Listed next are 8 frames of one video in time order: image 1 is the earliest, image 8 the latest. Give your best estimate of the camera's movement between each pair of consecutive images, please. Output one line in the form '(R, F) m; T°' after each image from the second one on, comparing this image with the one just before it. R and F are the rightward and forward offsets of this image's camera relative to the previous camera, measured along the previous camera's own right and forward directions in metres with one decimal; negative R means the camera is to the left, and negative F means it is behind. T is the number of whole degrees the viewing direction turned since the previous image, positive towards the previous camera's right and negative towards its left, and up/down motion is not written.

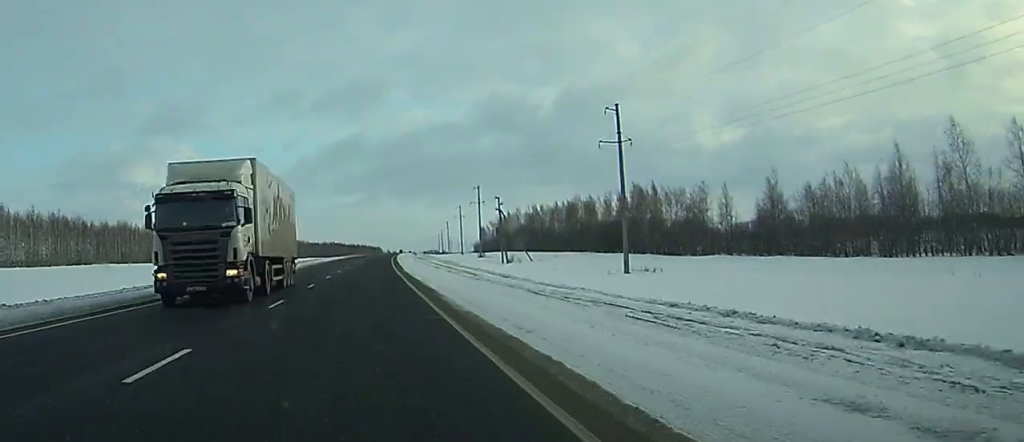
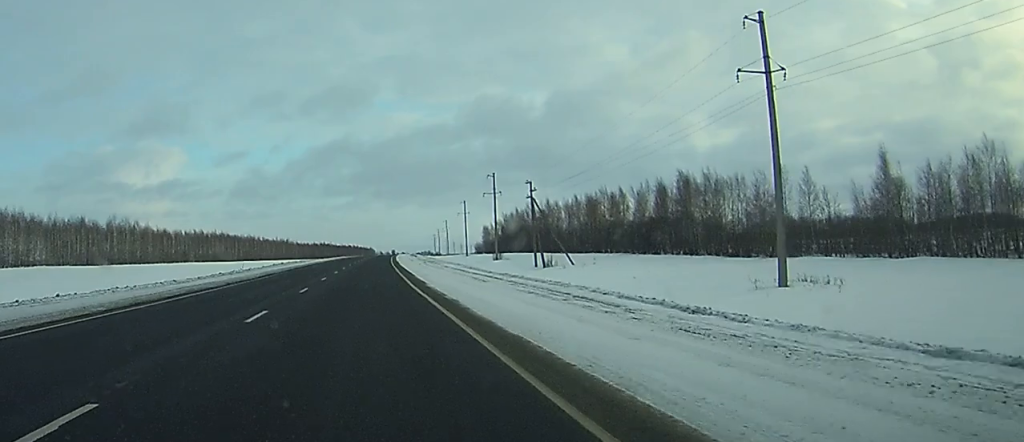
(+0.2, +28.4) m; 0°
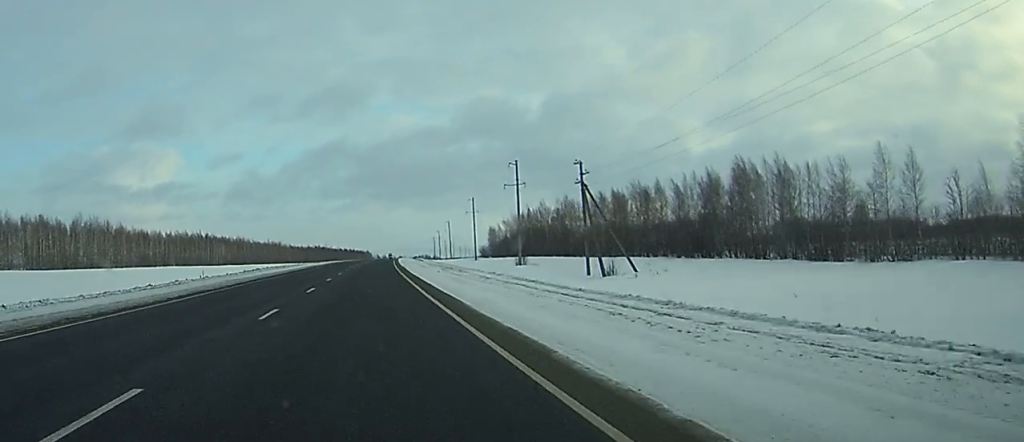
(0.0, +22.9) m; 0°
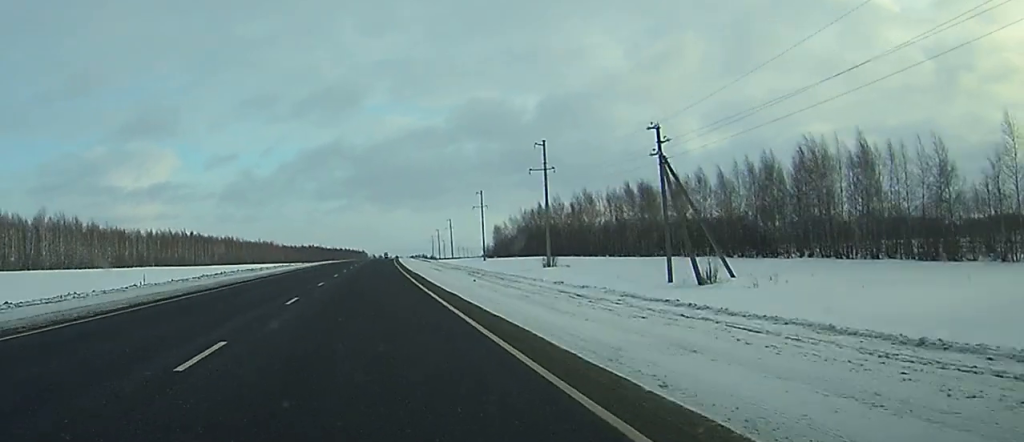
(-0.3, +19.6) m; 0°
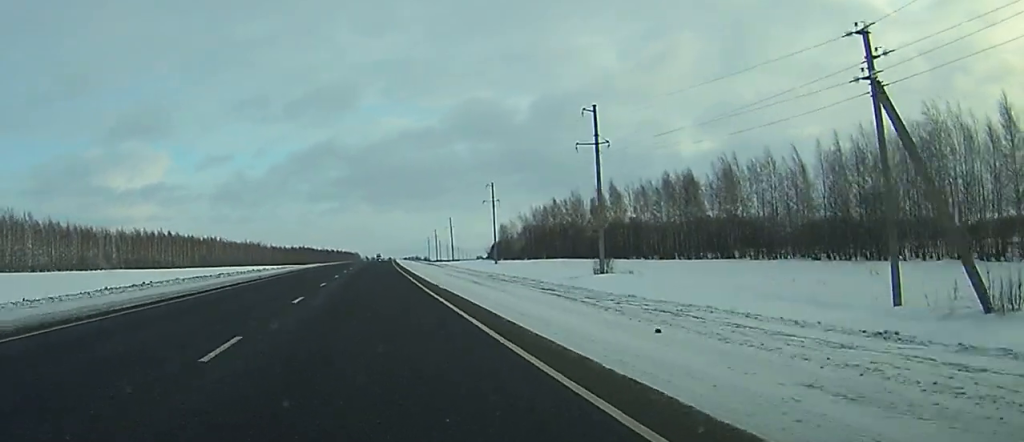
(+0.1, +22.9) m; +1°
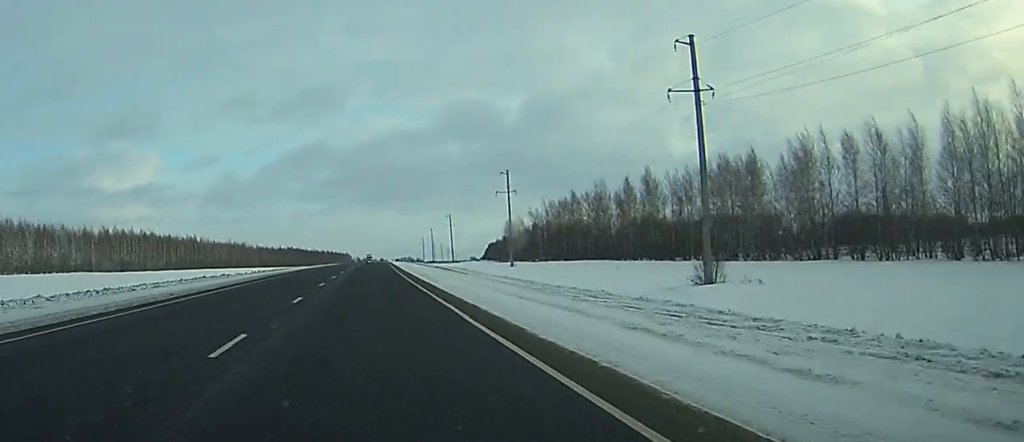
(+0.1, +23.0) m; +1°
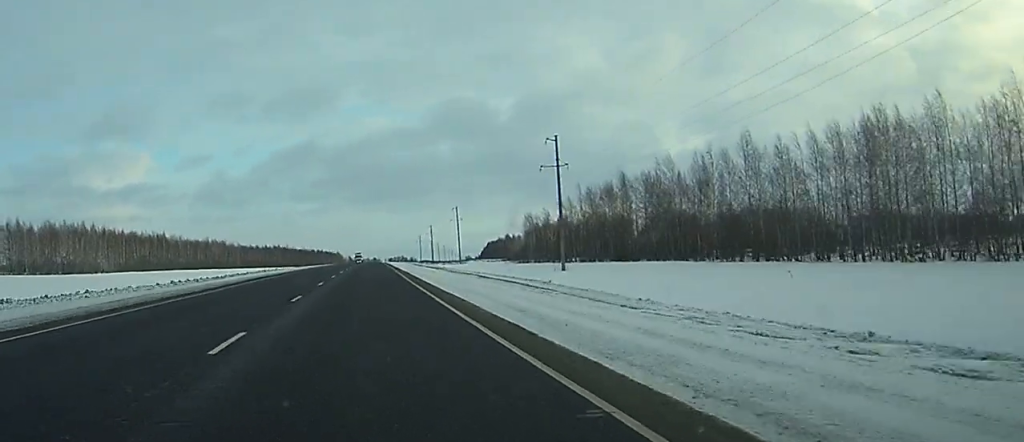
(+0.2, +35.5) m; +1°
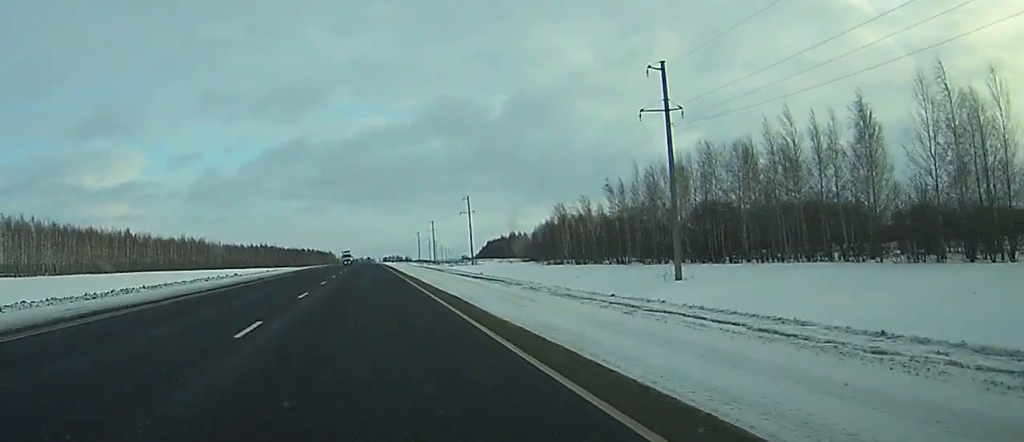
(+0.1, +33.6) m; +1°
